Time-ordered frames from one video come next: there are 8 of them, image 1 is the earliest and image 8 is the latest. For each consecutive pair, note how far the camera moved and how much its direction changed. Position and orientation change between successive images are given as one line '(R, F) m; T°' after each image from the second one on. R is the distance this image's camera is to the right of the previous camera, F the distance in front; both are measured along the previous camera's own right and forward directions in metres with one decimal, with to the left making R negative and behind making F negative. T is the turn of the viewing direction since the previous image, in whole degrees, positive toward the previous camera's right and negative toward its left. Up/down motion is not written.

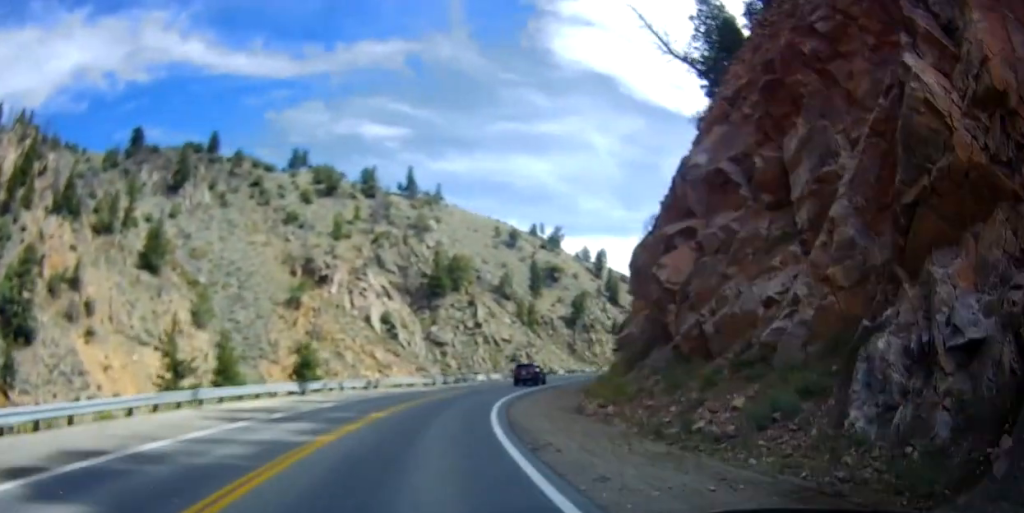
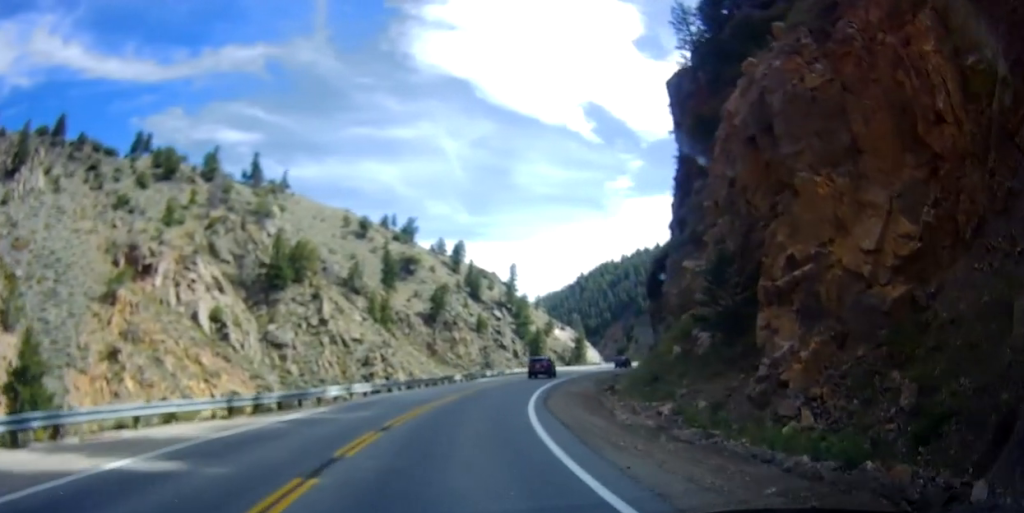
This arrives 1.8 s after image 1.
(+3.1, +31.9) m; +12°
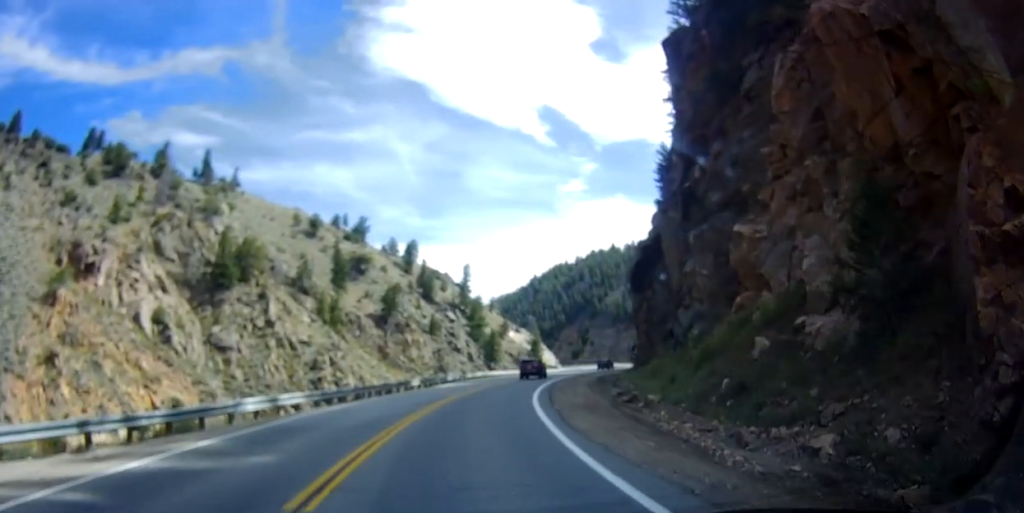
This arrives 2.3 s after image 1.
(+0.2, +8.7) m; +4°
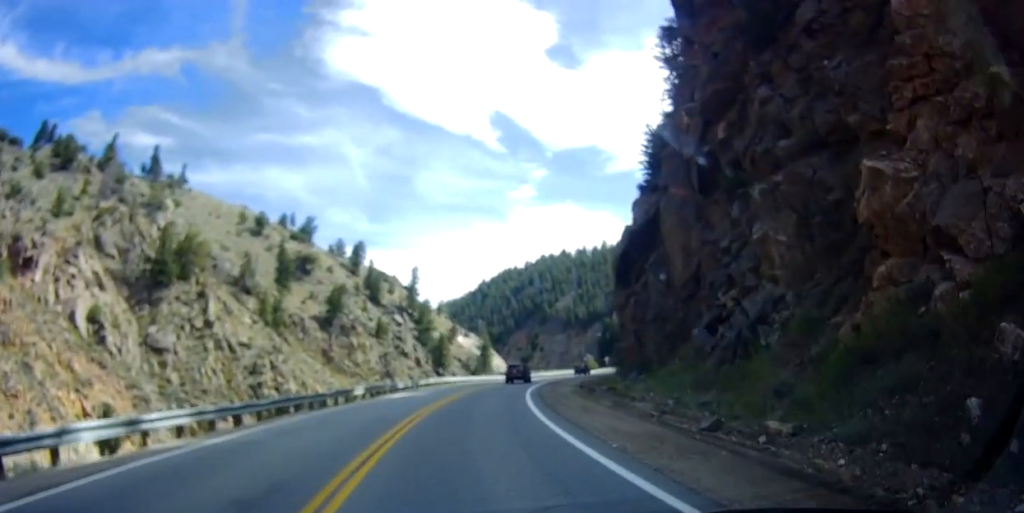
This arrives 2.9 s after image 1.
(+0.5, +9.4) m; +4°
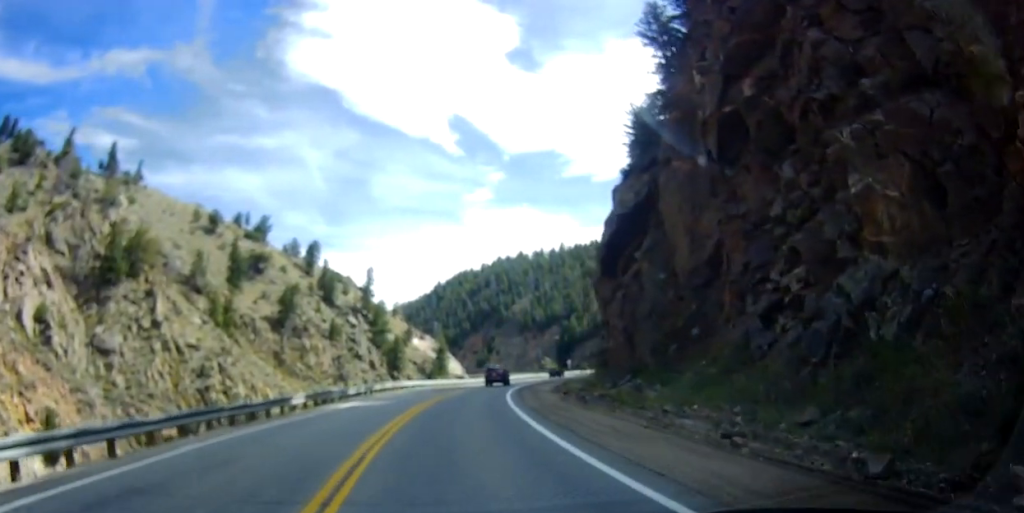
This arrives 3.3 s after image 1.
(+0.2, +7.0) m; +4°
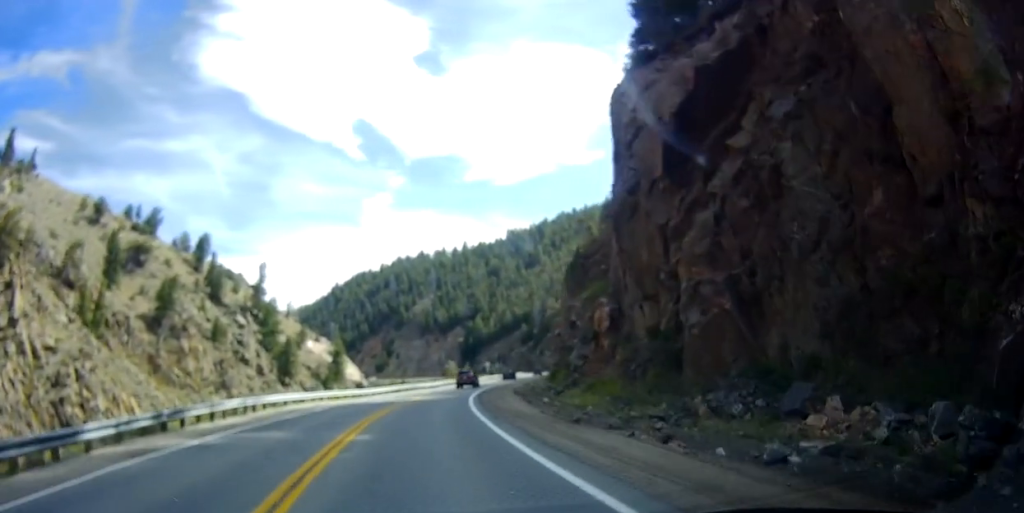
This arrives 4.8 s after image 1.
(+3.3, +23.9) m; +15°
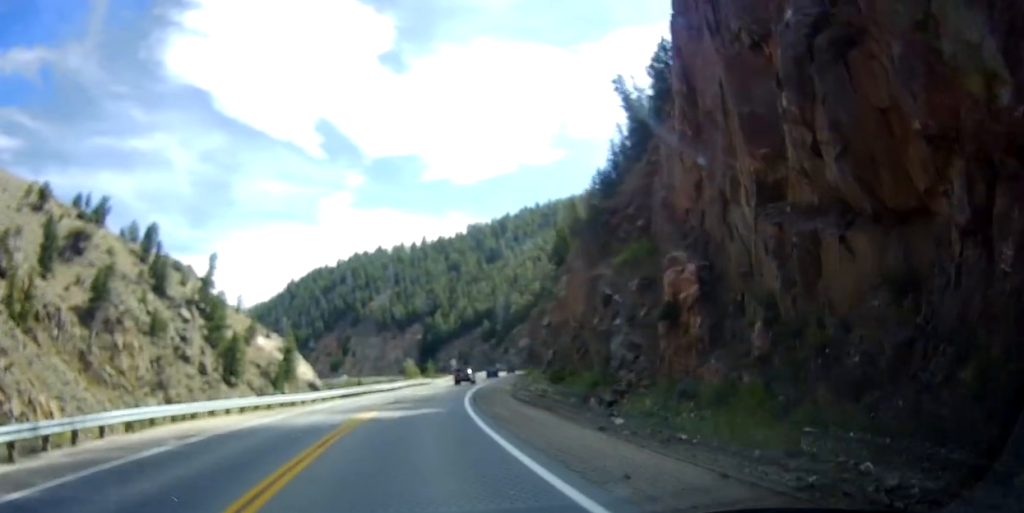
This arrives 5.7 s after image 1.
(+1.1, +16.5) m; +5°
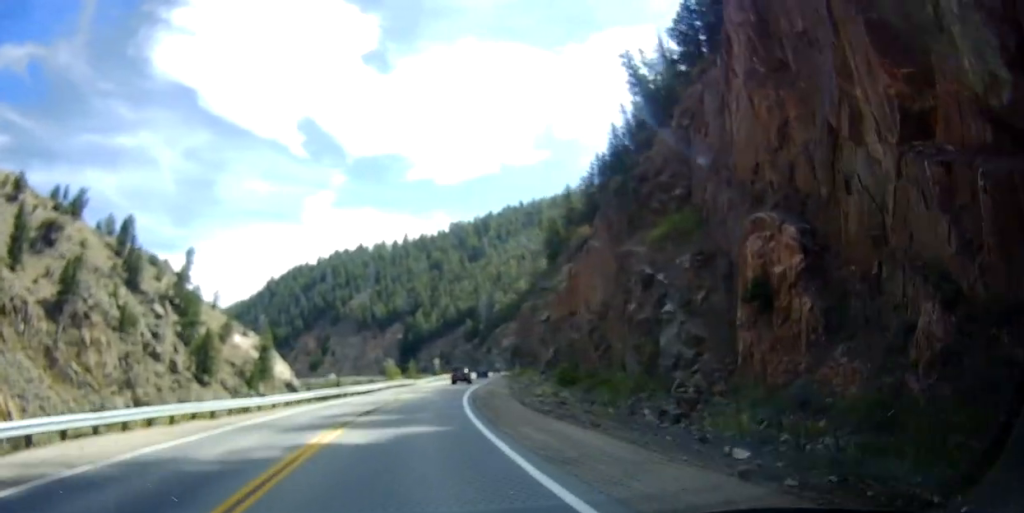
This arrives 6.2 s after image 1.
(0.0, +7.8) m; +2°
